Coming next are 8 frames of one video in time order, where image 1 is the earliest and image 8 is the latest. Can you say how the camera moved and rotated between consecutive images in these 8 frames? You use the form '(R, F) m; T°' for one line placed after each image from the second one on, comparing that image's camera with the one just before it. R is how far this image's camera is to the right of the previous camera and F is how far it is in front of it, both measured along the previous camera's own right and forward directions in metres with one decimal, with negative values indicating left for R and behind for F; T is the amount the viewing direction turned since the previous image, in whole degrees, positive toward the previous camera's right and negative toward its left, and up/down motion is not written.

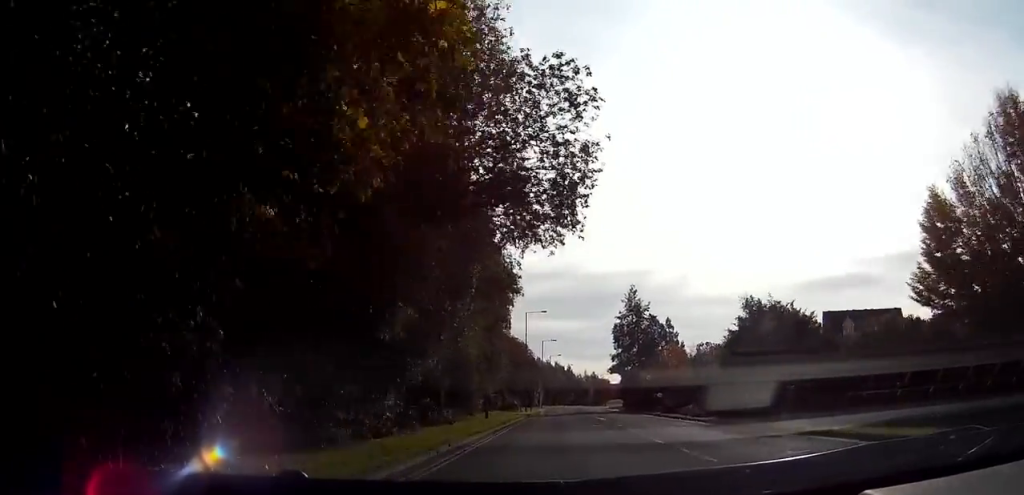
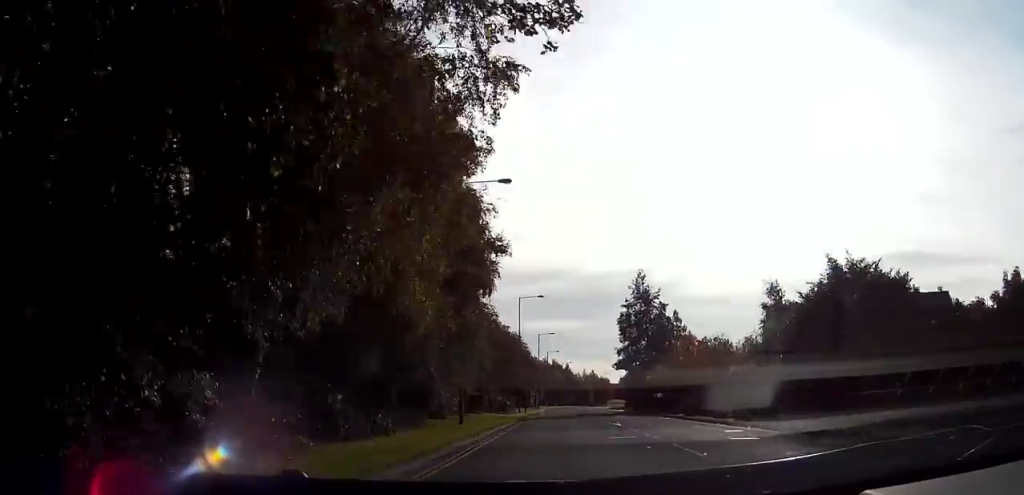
(+0.2, +11.3) m; +1°
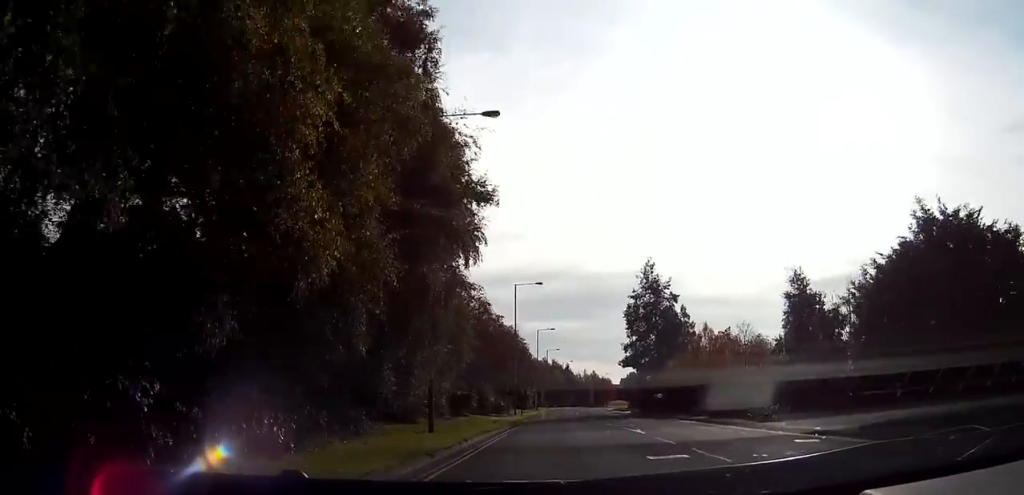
(+0.1, +7.9) m; +1°
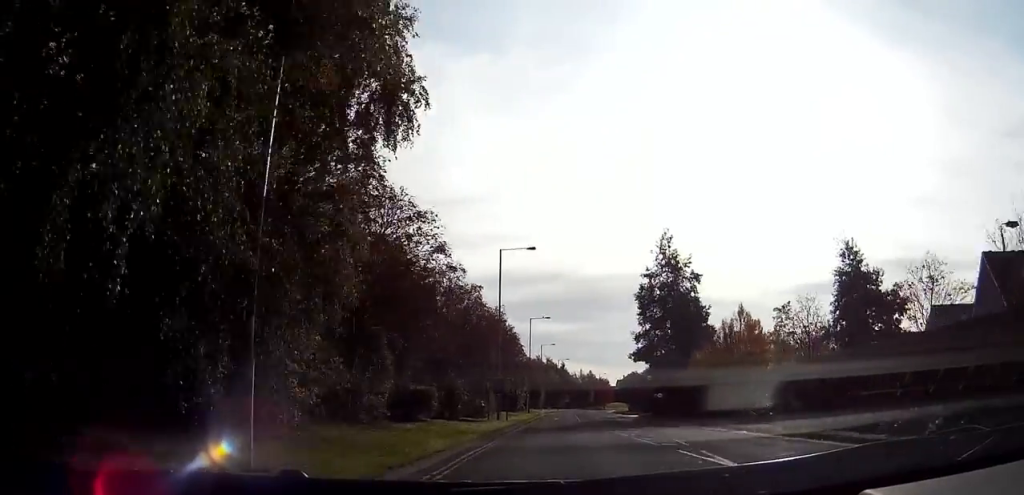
(0.0, +14.2) m; 0°
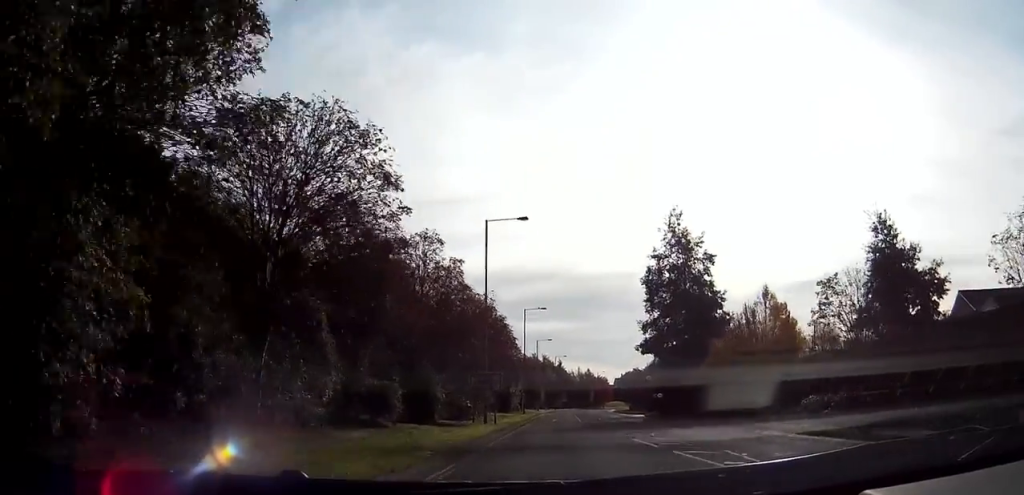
(0.0, +7.2) m; 0°
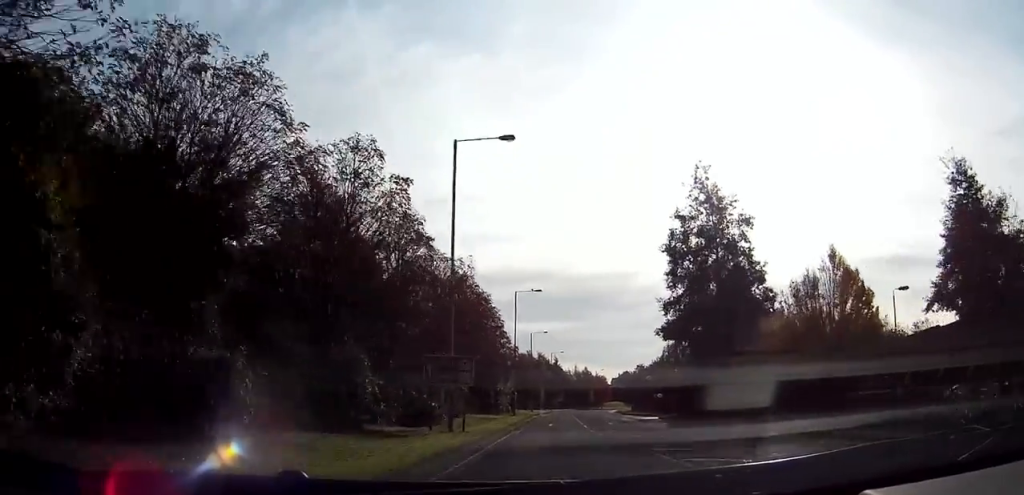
(+0.1, +12.1) m; +1°
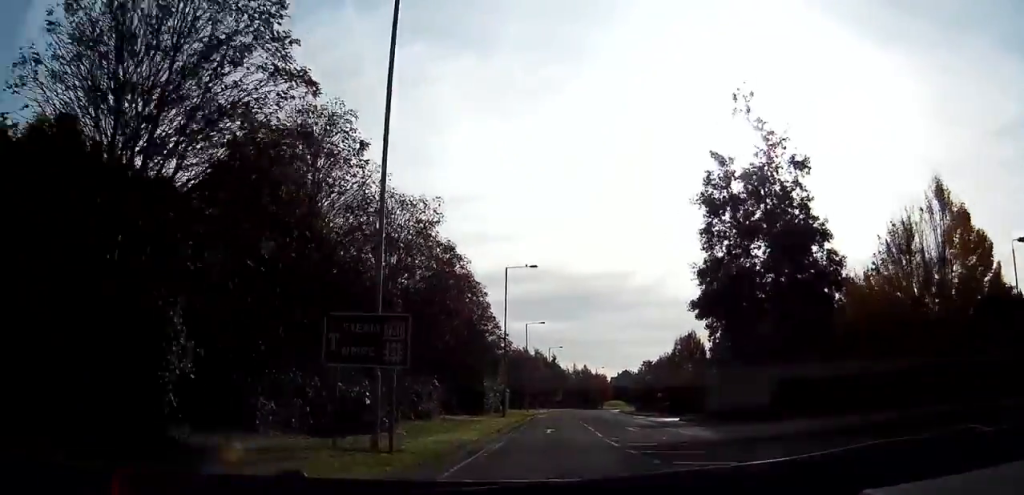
(+0.1, +10.8) m; +1°
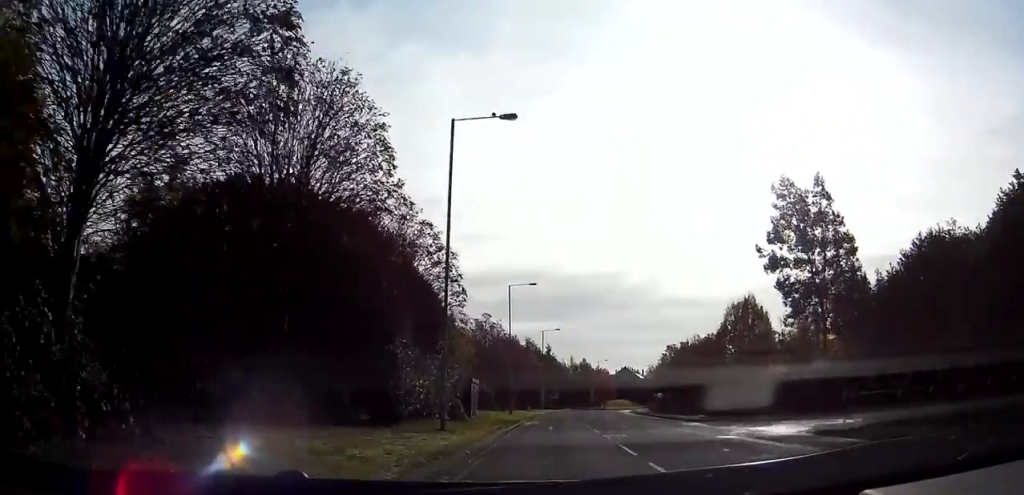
(+0.5, +26.9) m; +2°
